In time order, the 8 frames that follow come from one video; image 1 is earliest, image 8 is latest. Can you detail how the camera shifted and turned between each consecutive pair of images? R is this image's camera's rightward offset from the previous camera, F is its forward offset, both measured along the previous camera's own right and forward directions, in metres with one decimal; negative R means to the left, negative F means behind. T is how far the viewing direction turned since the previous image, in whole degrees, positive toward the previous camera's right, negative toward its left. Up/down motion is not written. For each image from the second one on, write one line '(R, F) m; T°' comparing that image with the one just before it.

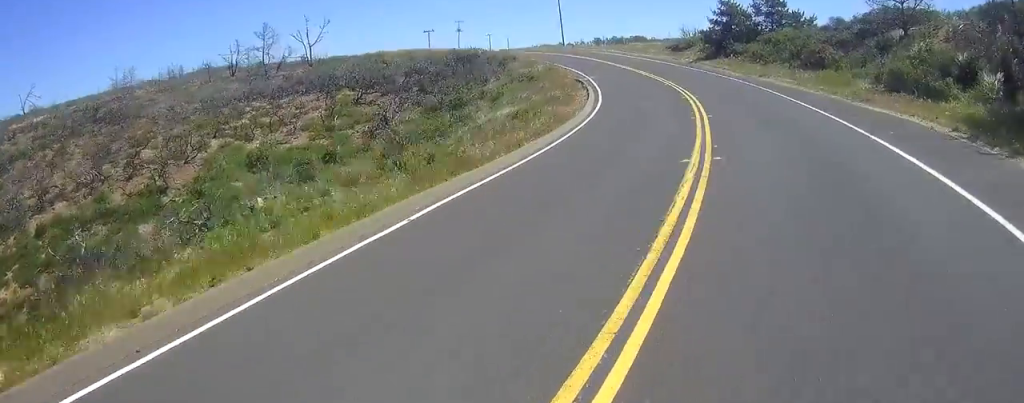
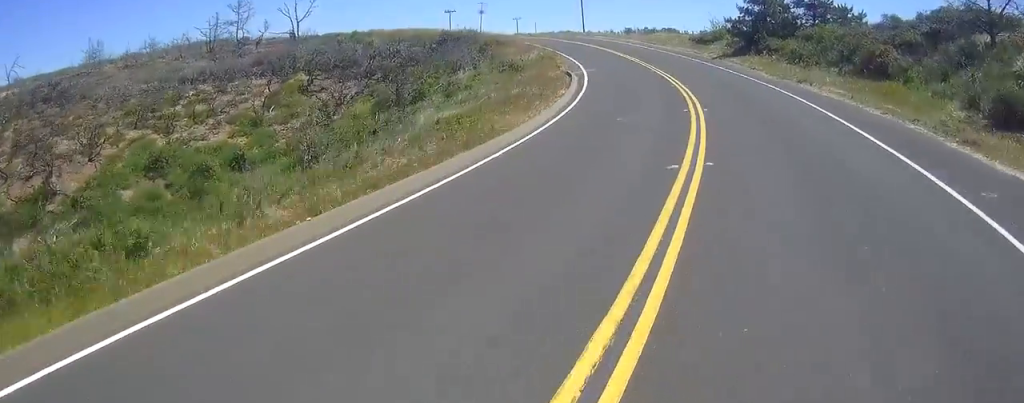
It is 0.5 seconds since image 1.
(+0.4, +9.6) m; -6°
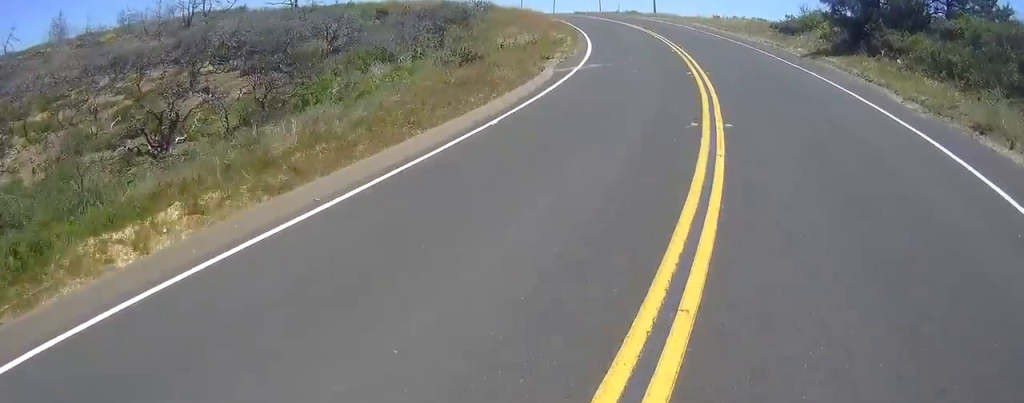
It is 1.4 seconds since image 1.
(-2.4, +16.1) m; -9°
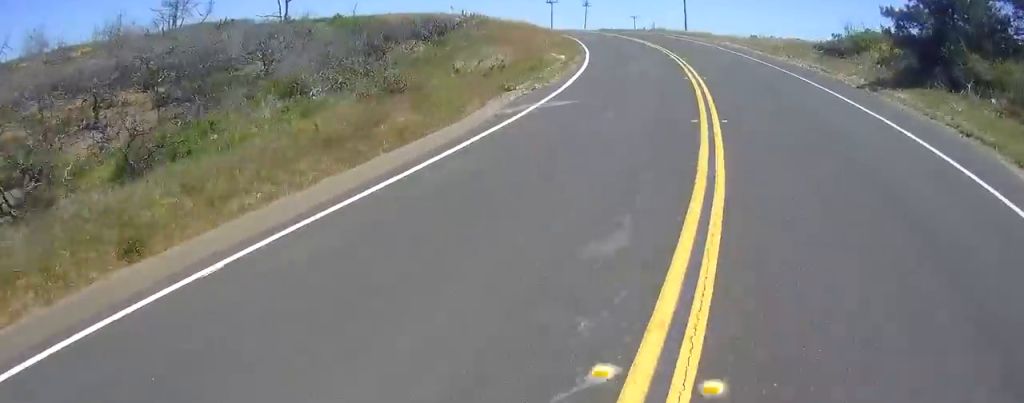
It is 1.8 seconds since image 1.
(-0.2, +7.3) m; -2°
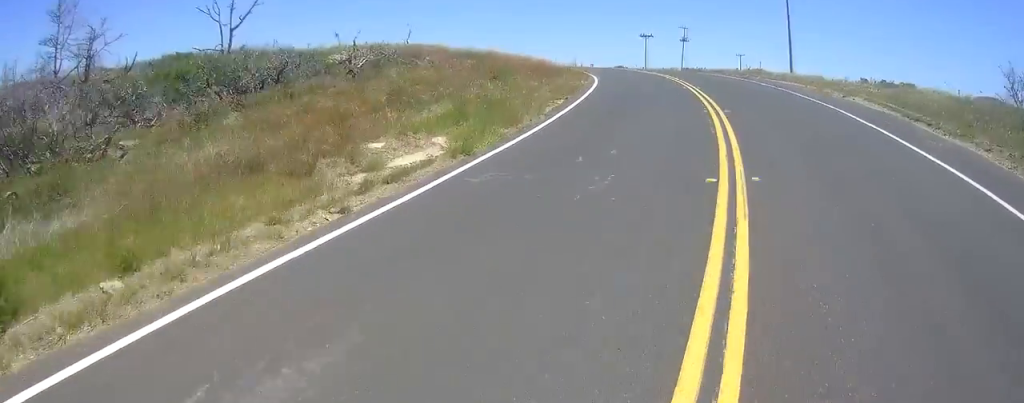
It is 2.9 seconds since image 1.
(0.0, +19.8) m; 0°
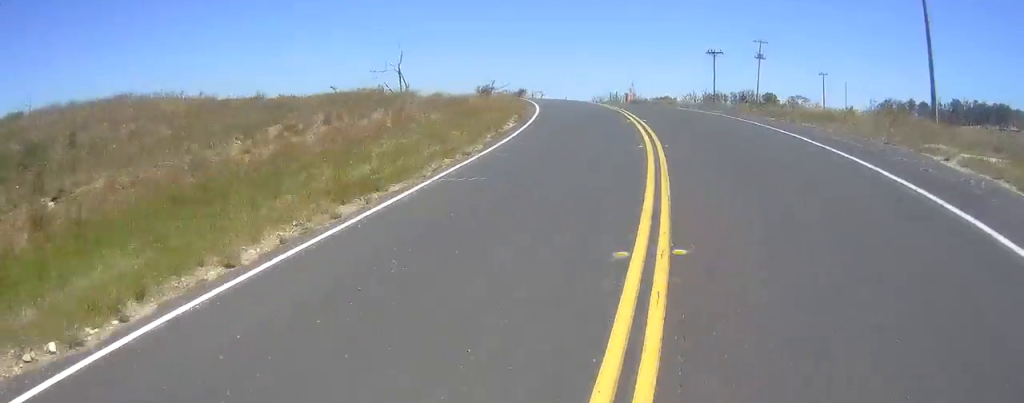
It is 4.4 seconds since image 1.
(-0.2, +25.9) m; -8°
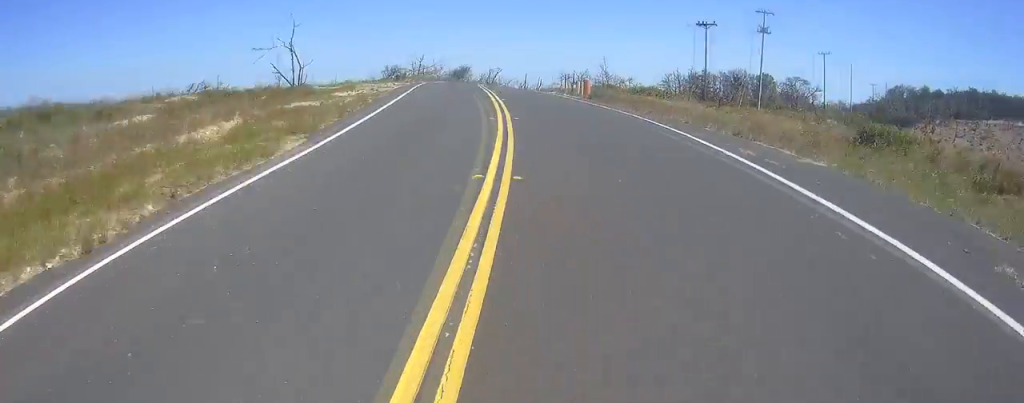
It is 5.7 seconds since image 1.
(-3.2, +21.5) m; -14°
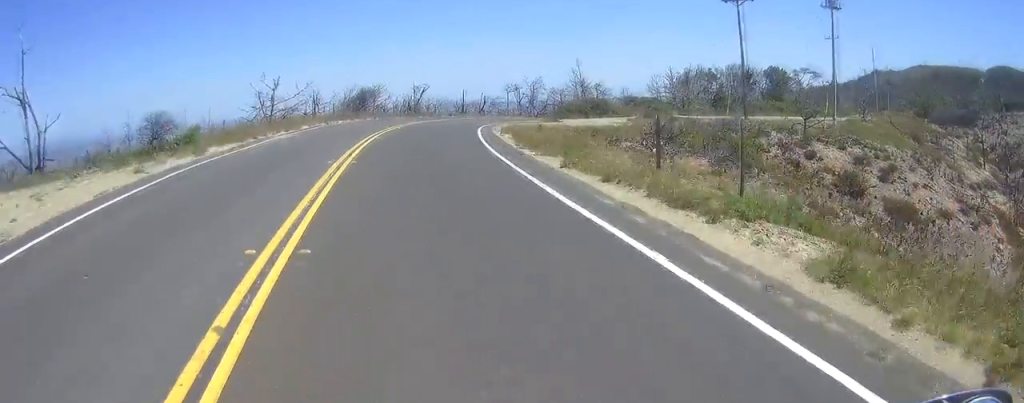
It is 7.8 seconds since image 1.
(-3.9, +34.0) m; -10°
